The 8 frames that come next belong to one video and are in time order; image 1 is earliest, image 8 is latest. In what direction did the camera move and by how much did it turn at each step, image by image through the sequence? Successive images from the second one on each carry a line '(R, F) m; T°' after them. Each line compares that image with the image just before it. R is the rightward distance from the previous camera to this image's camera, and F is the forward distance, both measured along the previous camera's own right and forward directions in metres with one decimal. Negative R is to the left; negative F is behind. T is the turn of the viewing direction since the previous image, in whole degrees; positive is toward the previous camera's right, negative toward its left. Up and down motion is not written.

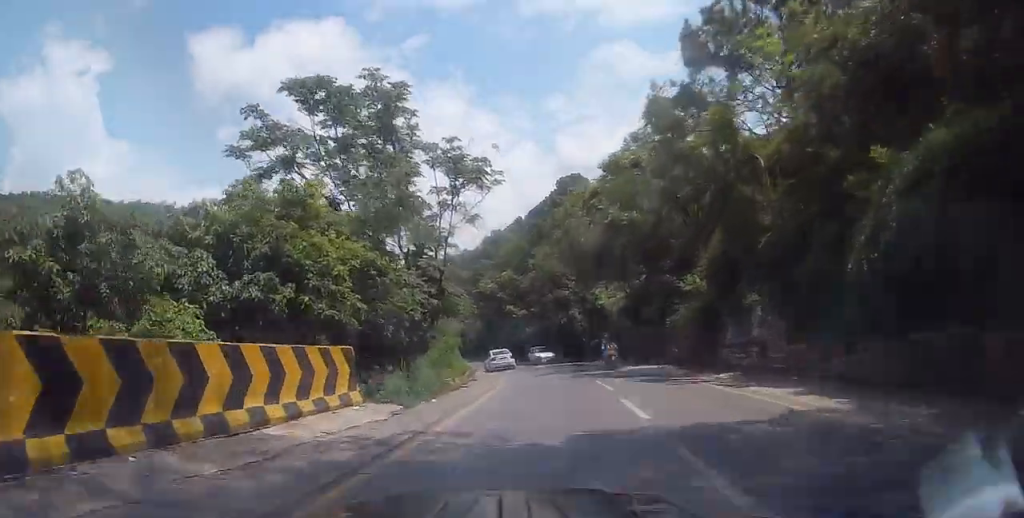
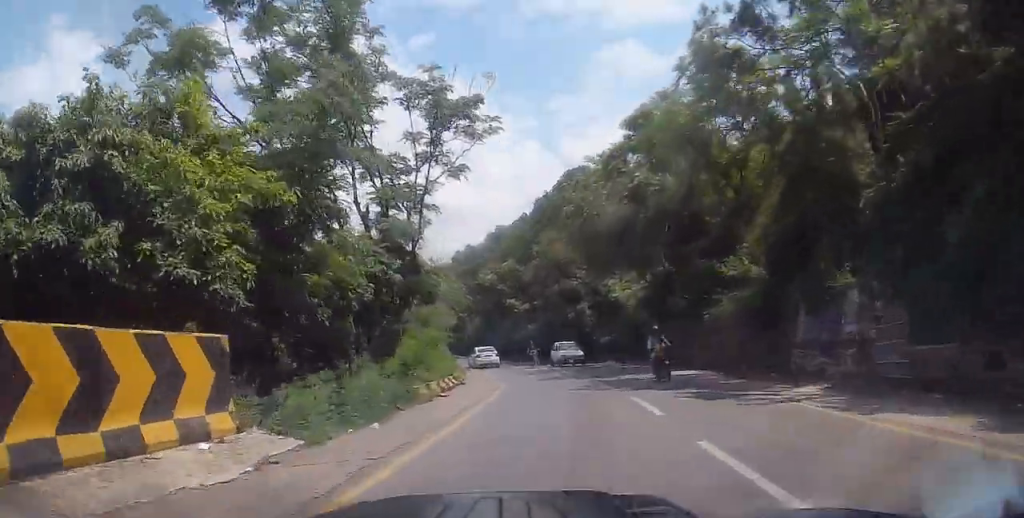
(+0.1, +5.9) m; +1°
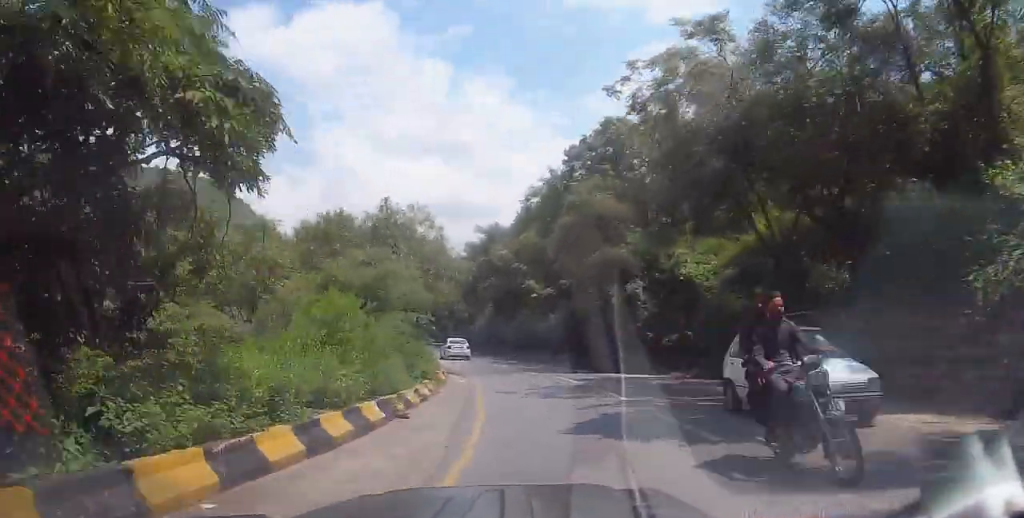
(-0.1, +13.9) m; -2°
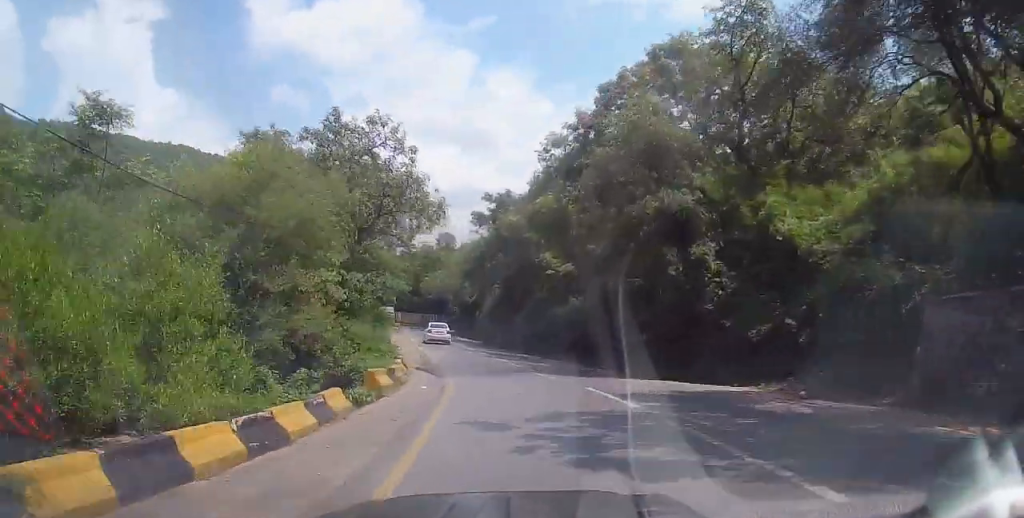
(0.0, +9.4) m; -4°
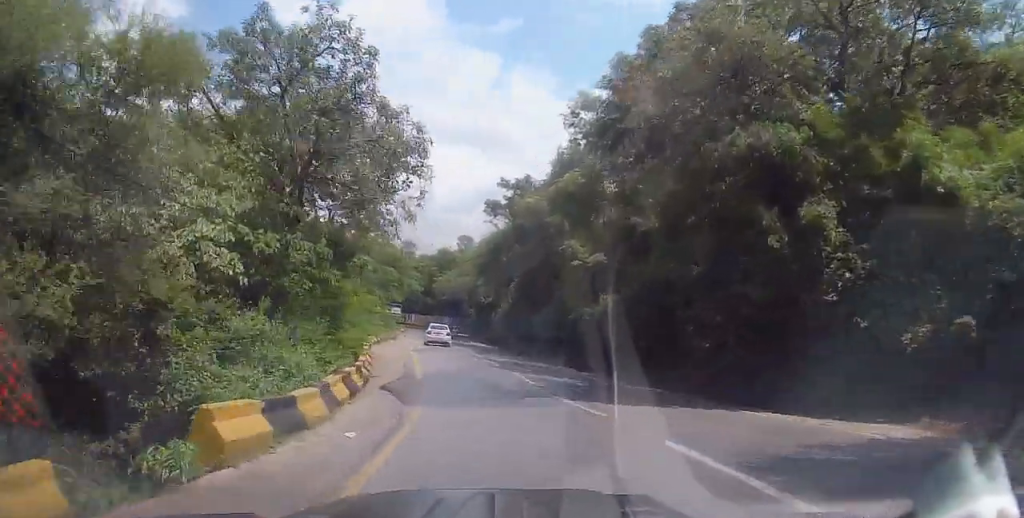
(-0.5, +6.6) m; -3°
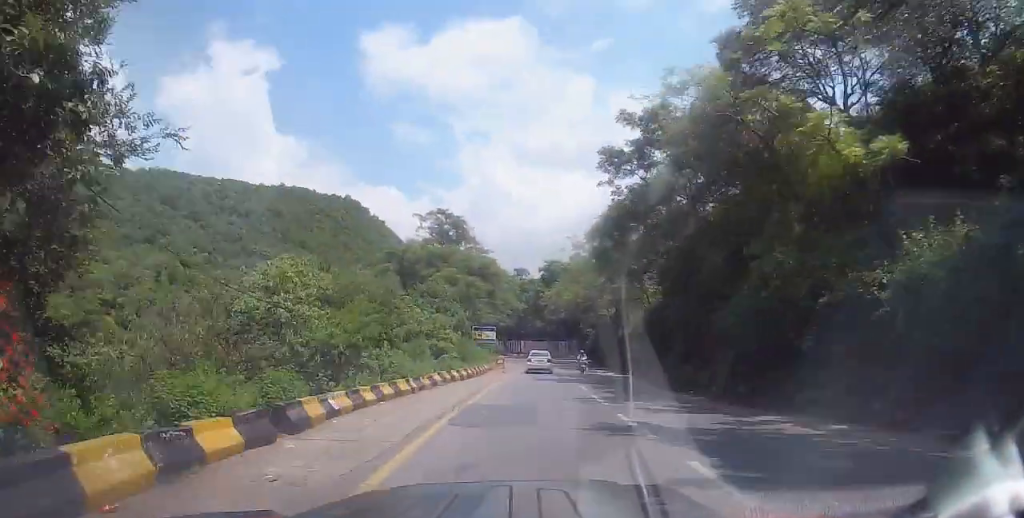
(-0.8, +17.9) m; -7°
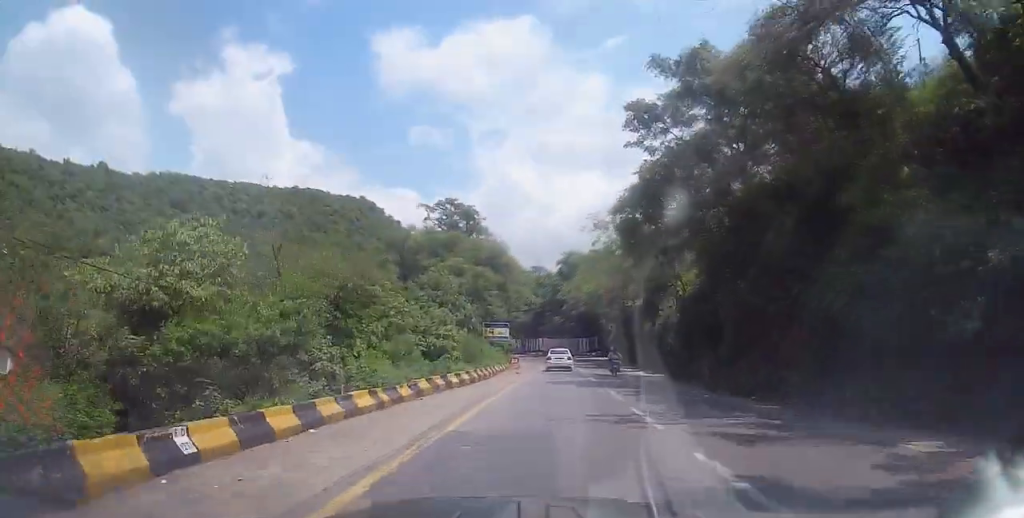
(-0.3, +5.6) m; 0°
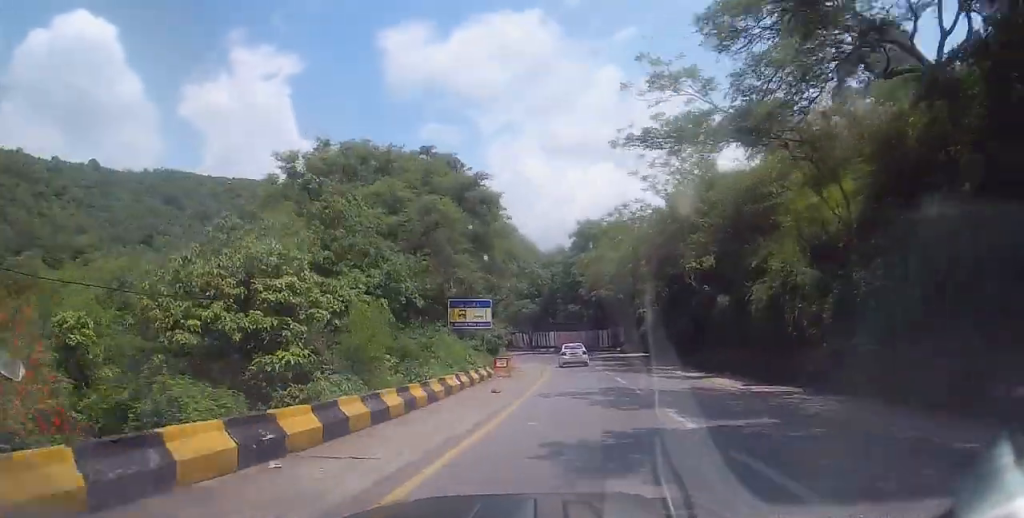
(+0.2, +18.7) m; +2°
